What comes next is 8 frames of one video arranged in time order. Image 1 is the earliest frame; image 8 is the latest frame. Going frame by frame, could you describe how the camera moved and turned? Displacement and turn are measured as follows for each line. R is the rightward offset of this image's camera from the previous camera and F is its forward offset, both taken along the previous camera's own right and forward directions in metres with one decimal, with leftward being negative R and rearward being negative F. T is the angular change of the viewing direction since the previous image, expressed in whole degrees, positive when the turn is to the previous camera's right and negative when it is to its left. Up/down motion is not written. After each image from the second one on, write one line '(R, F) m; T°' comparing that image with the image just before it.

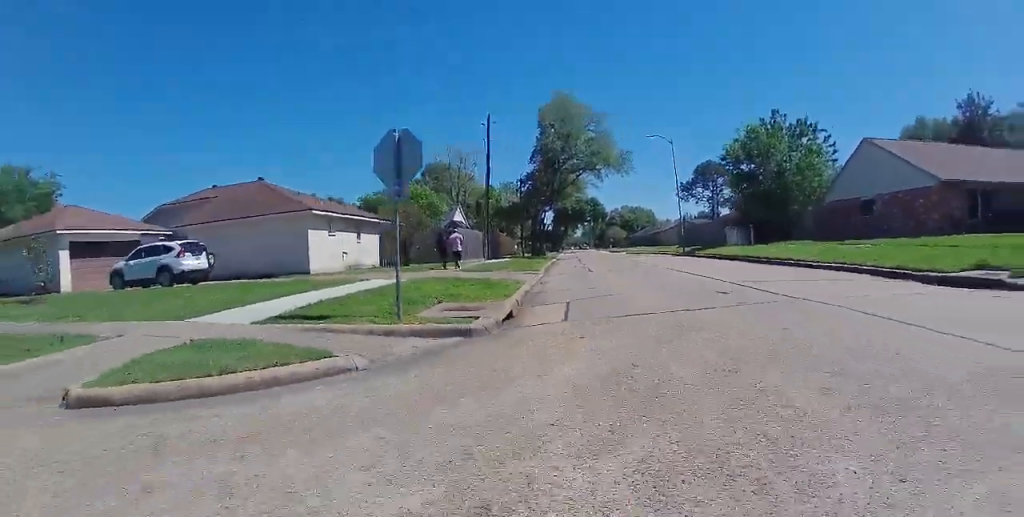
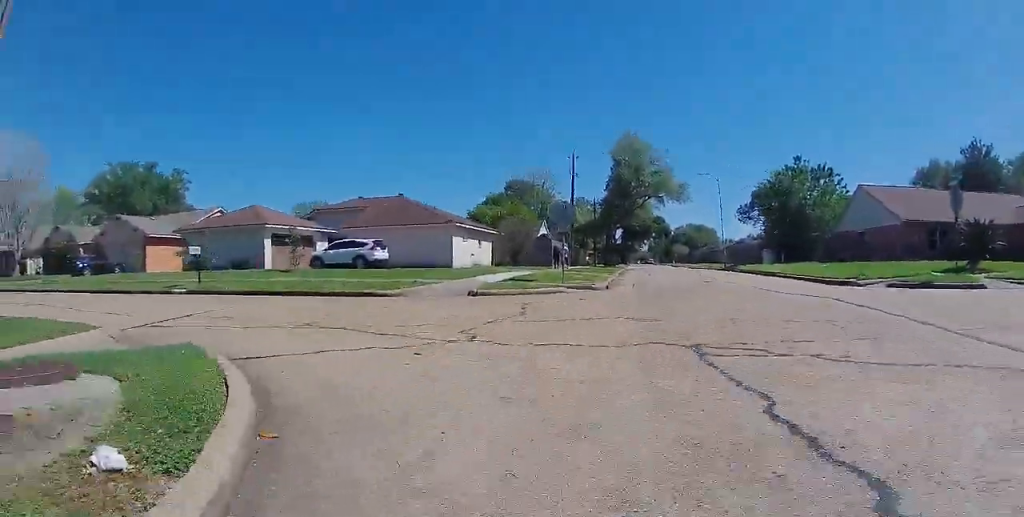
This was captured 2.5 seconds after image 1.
(-1.0, +9.9) m; -9°
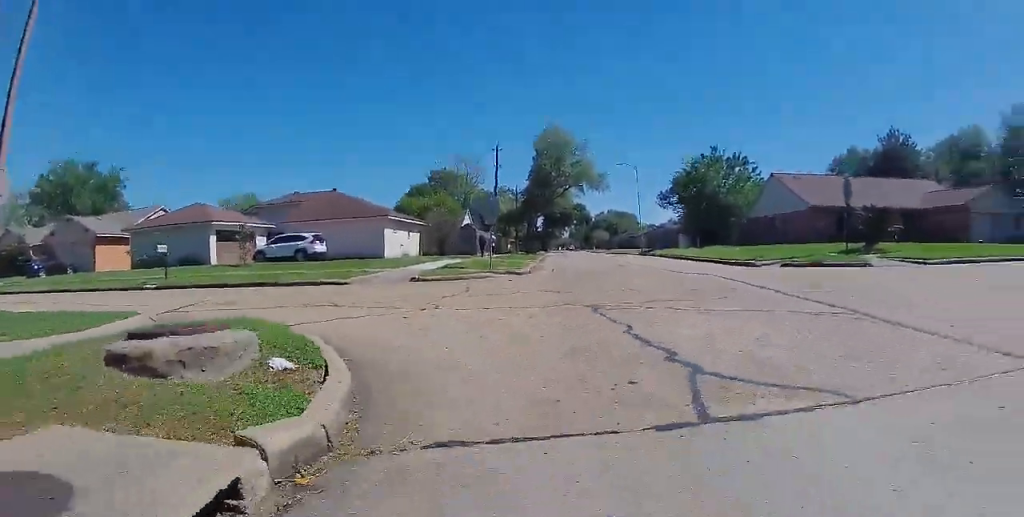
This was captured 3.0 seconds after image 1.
(0.0, +2.2) m; +1°
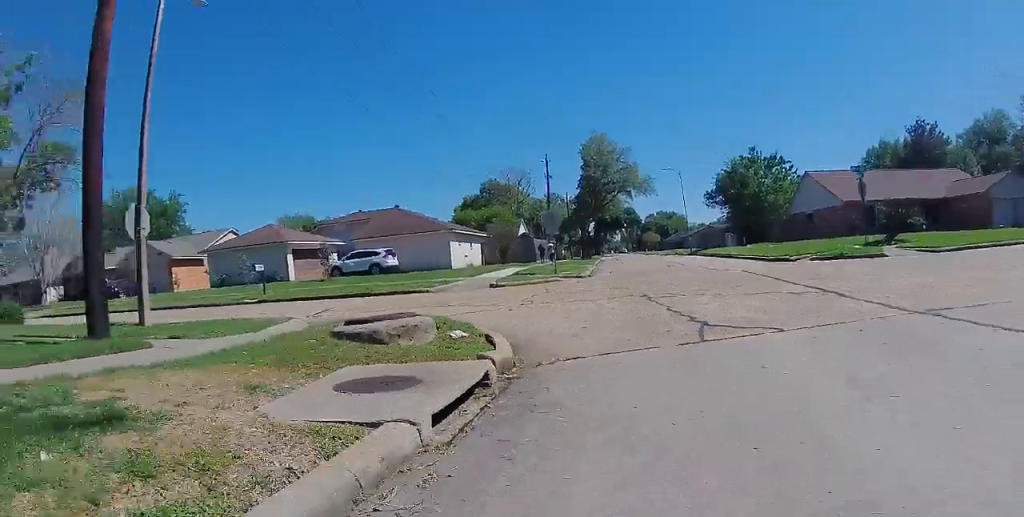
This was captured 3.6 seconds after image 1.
(+0.1, +2.7) m; +2°
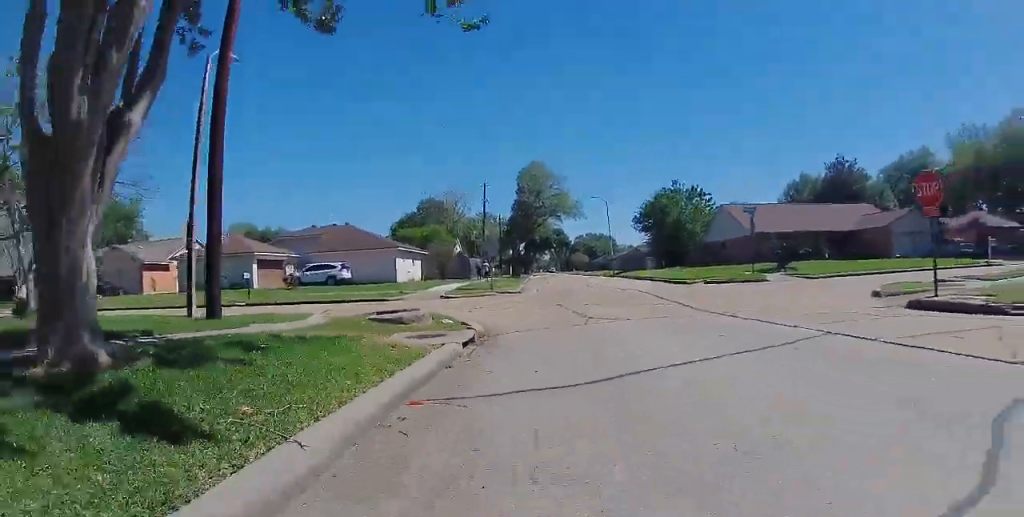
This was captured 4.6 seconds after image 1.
(0.0, +4.9) m; +1°
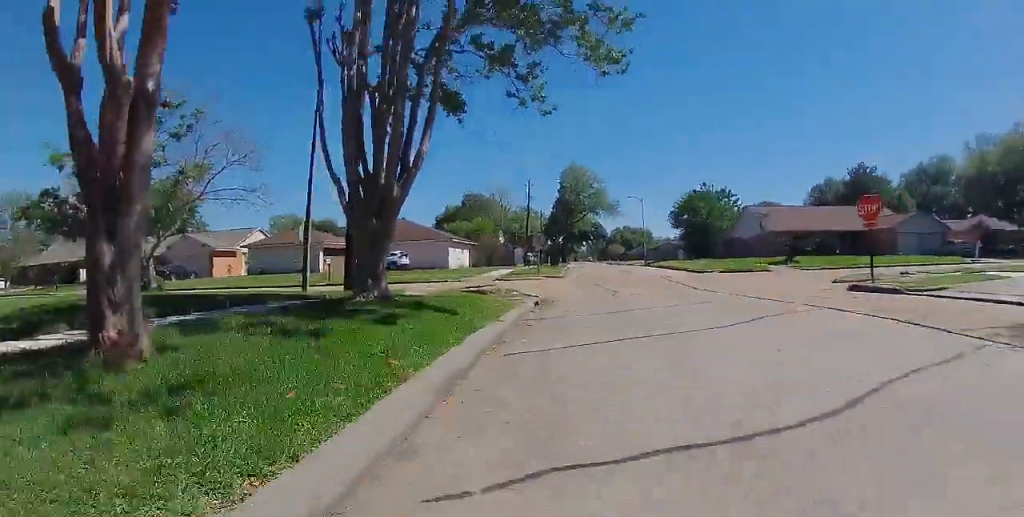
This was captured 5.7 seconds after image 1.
(0.0, +4.9) m; +2°
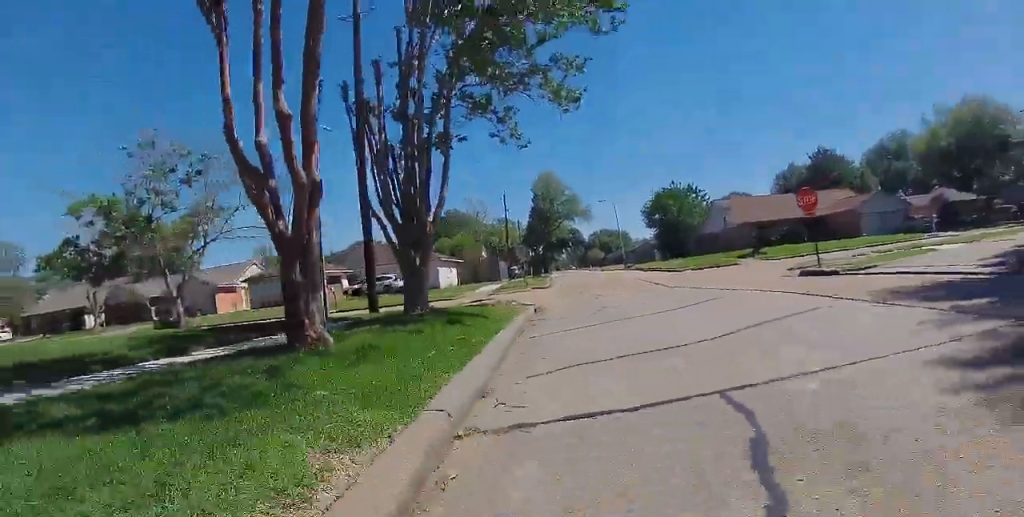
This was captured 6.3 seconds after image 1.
(+0.1, +2.7) m; 0°
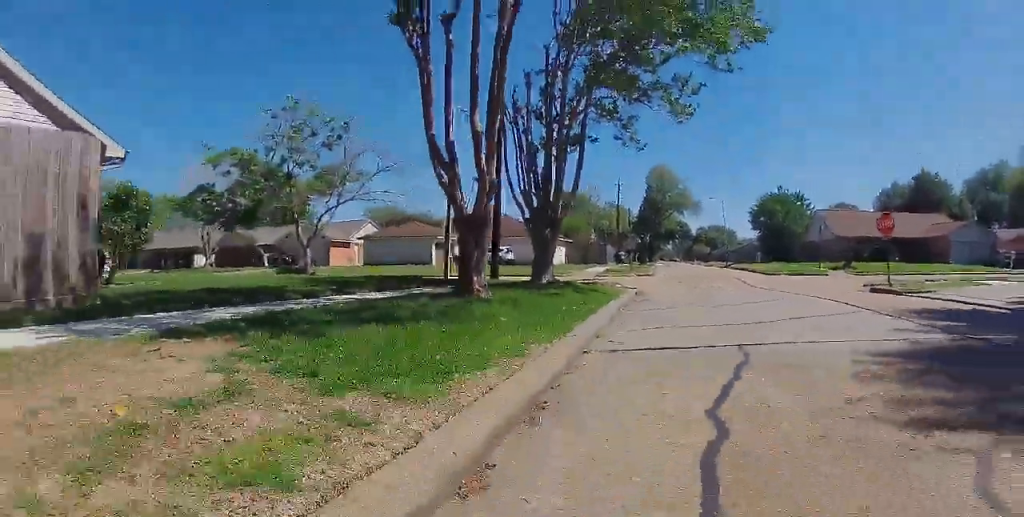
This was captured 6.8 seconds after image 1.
(+0.1, +2.3) m; 0°
